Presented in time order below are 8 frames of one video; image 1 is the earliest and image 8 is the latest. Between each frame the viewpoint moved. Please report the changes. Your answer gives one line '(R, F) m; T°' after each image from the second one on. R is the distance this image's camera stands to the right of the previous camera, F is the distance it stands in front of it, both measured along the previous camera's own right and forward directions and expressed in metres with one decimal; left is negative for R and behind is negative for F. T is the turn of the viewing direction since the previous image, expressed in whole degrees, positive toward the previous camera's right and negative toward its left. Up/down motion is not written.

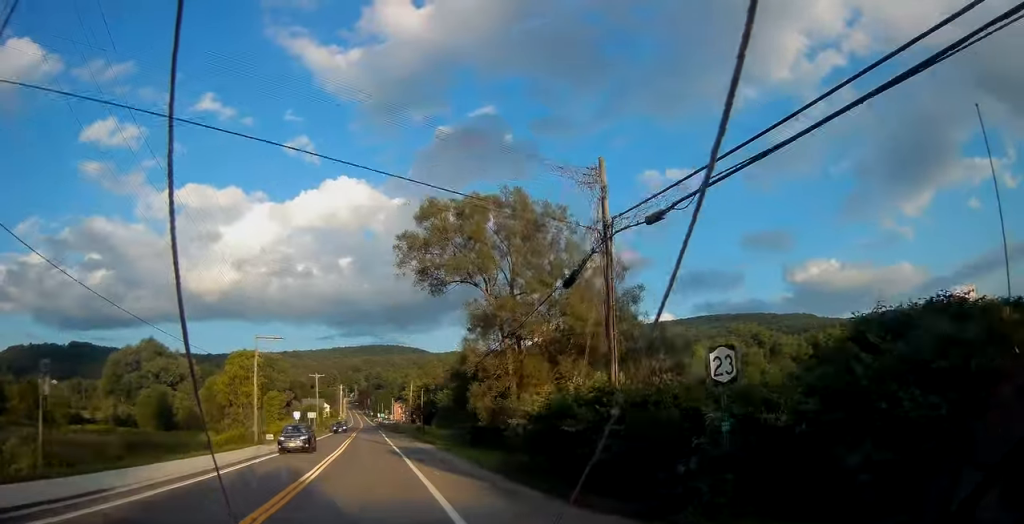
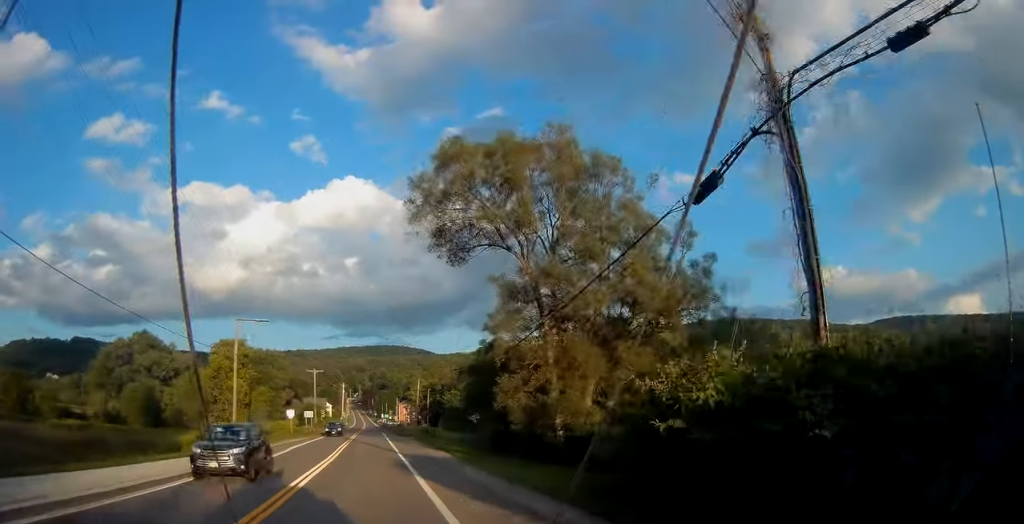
(0.0, +7.5) m; 0°
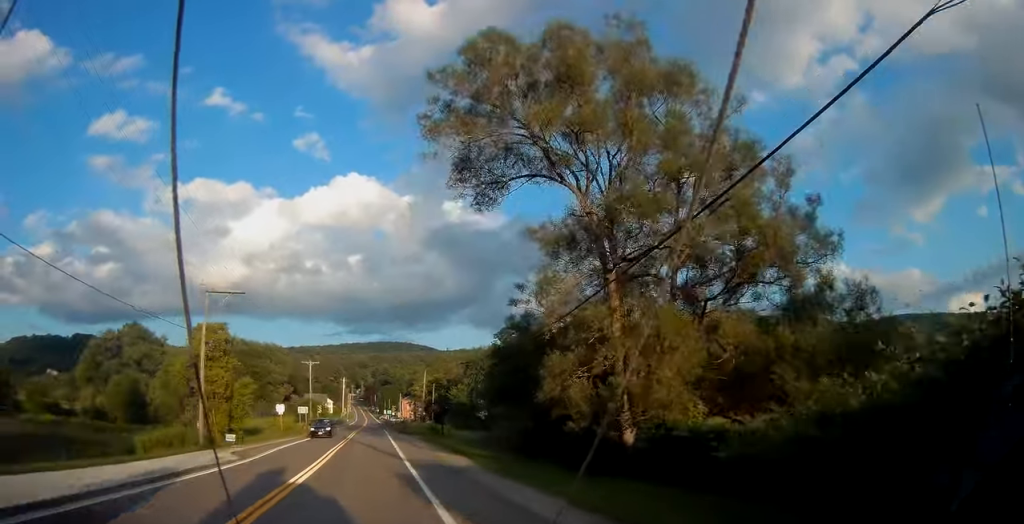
(0.0, +7.6) m; -1°
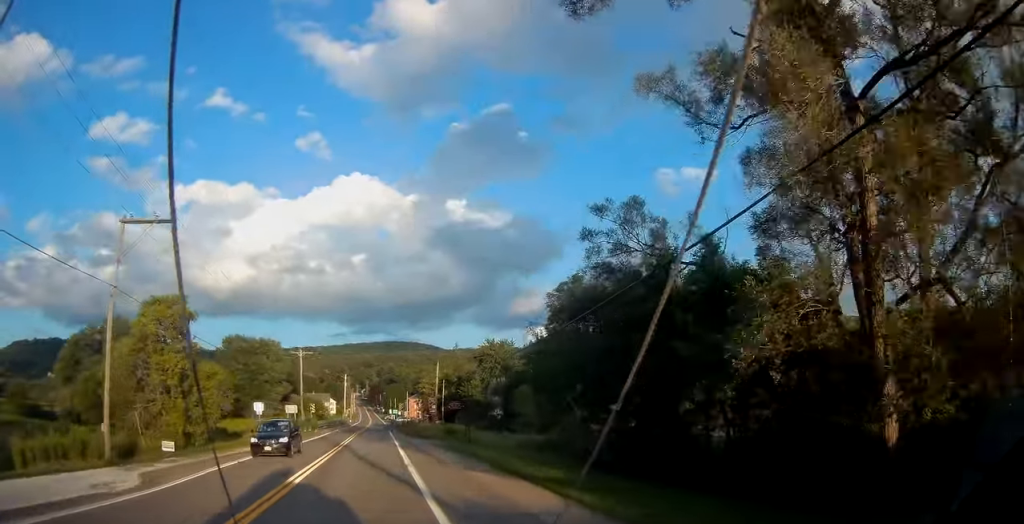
(-0.2, +11.8) m; -1°
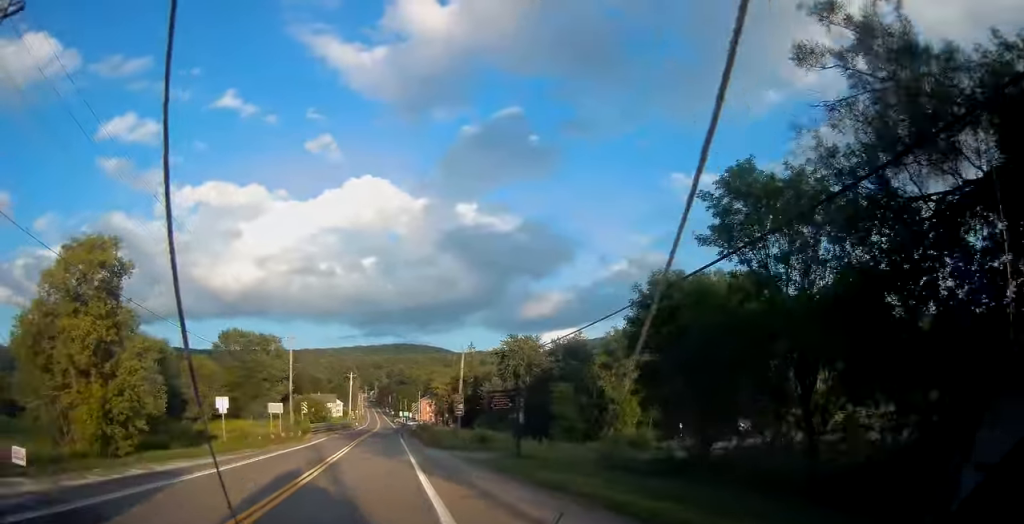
(-0.1, +12.5) m; -1°
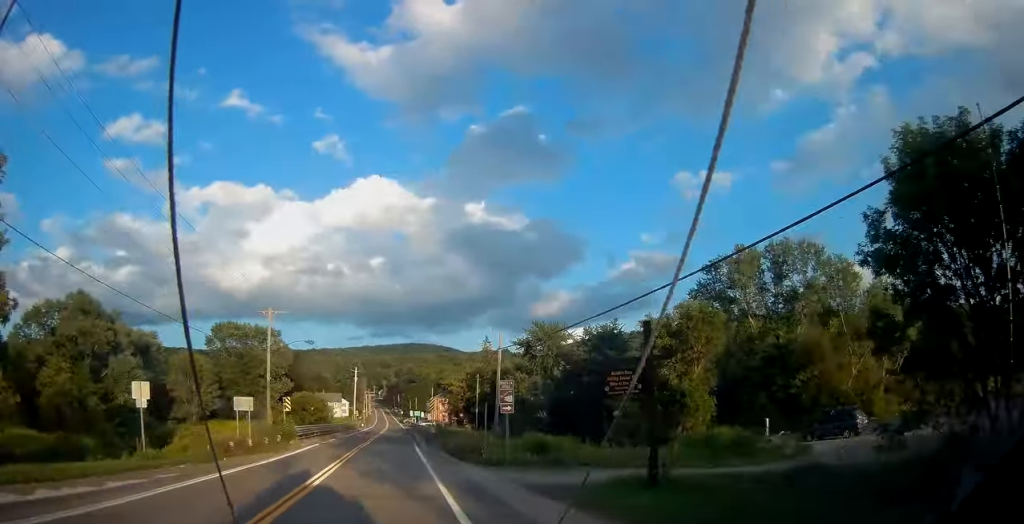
(+0.1, +12.7) m; -1°
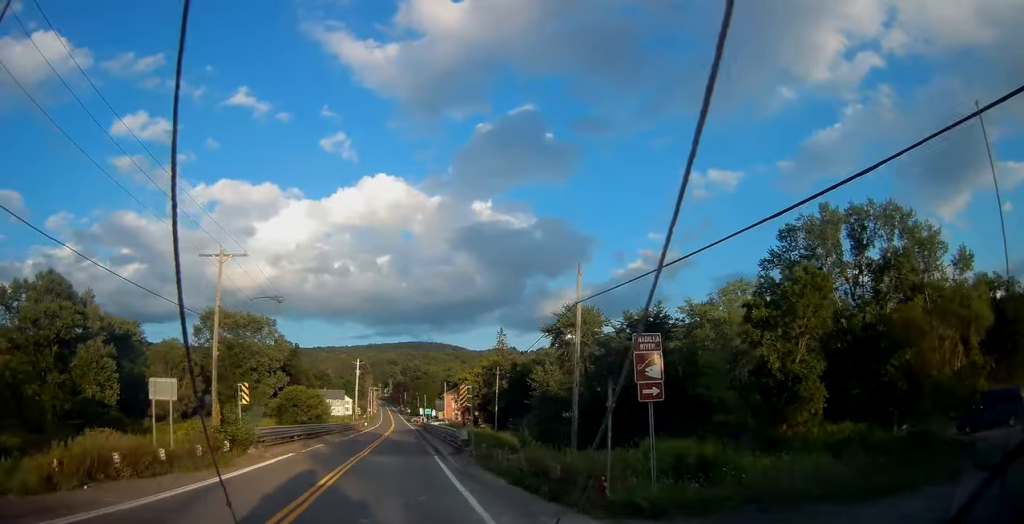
(-0.2, +13.3) m; -1°
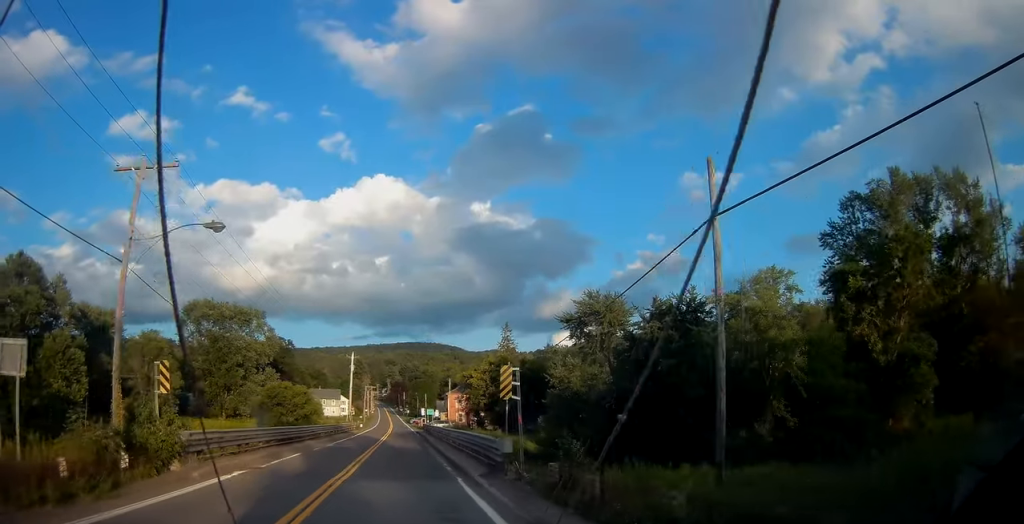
(-0.1, +9.6) m; 0°
